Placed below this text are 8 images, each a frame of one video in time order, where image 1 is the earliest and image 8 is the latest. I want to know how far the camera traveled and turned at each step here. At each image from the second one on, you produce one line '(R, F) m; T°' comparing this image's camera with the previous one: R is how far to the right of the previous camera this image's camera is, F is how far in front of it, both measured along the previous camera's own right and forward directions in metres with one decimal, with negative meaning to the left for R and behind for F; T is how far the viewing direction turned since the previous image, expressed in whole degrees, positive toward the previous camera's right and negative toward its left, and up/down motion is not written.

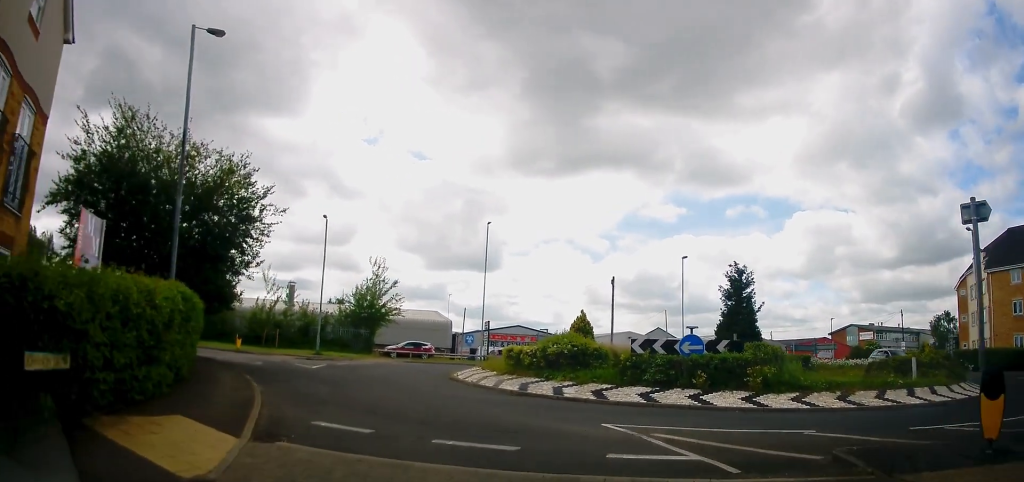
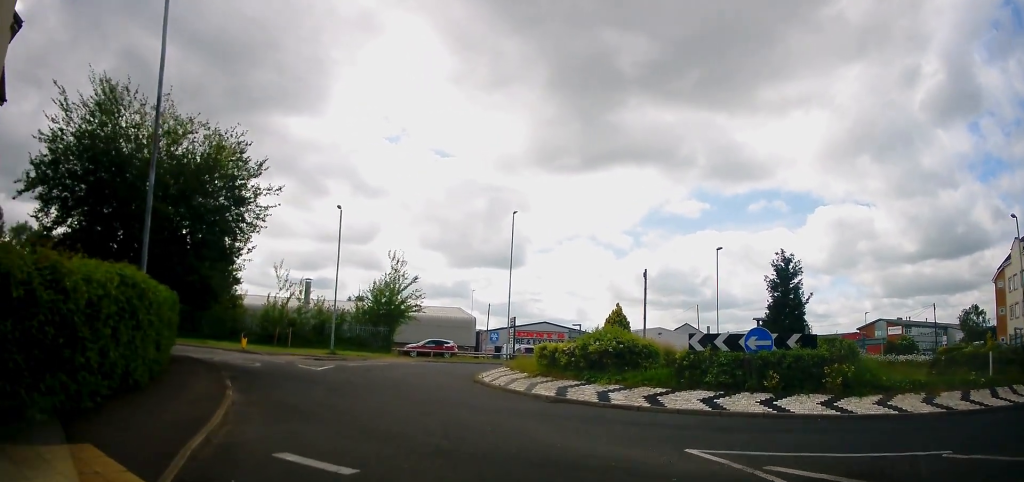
(-0.3, +2.6) m; -4°
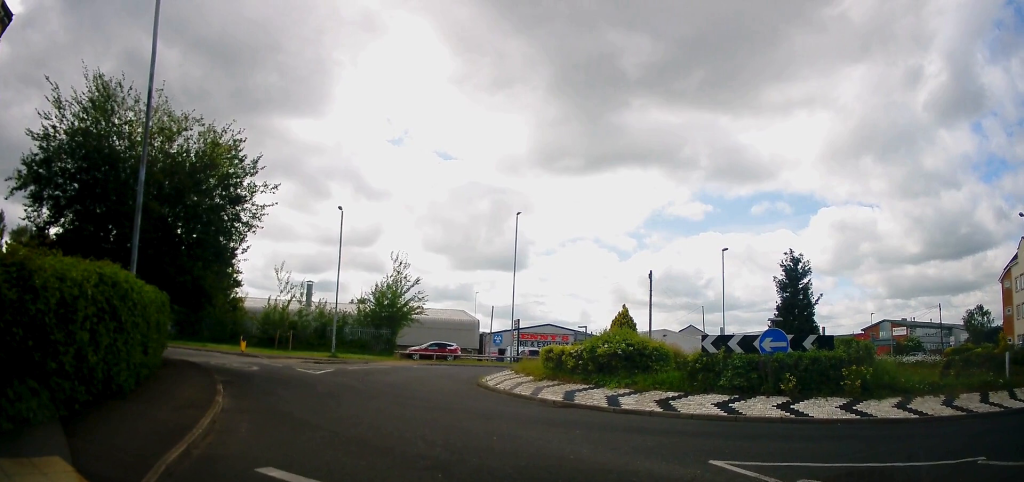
(+0.2, +0.8) m; 0°
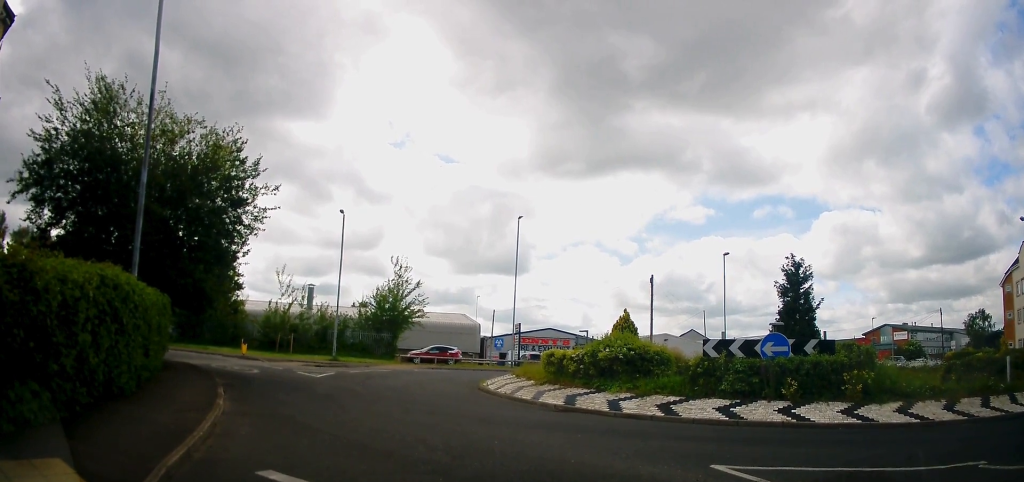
(0.0, +0.2) m; 0°
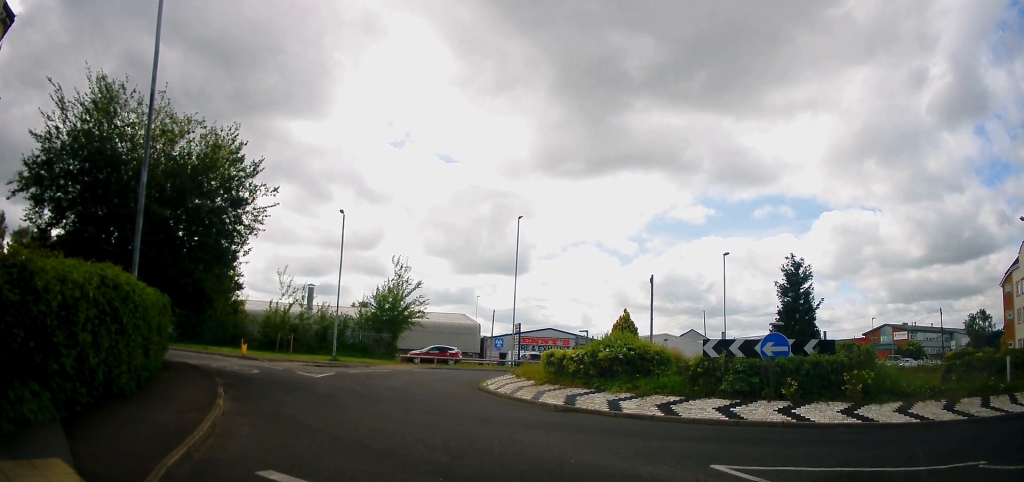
(0.0, 0.0) m; 0°
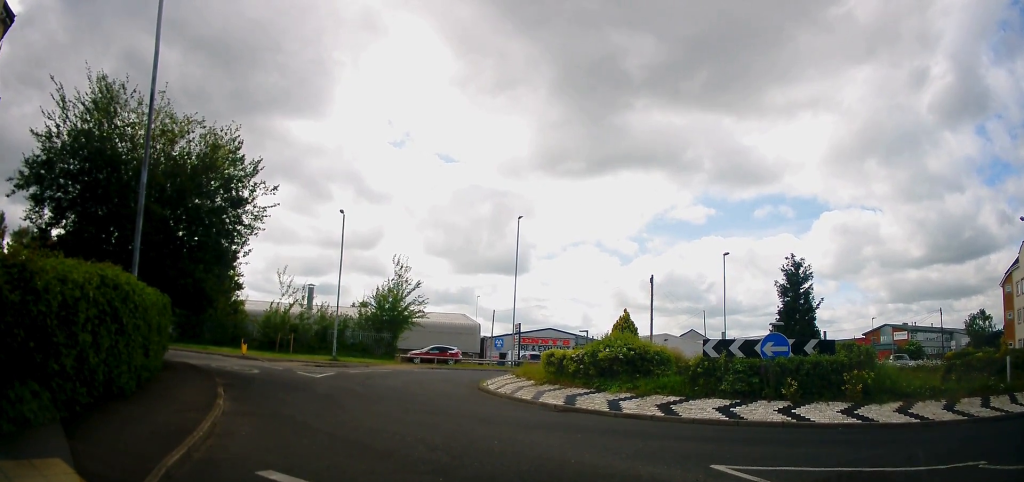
(0.0, 0.0) m; 0°
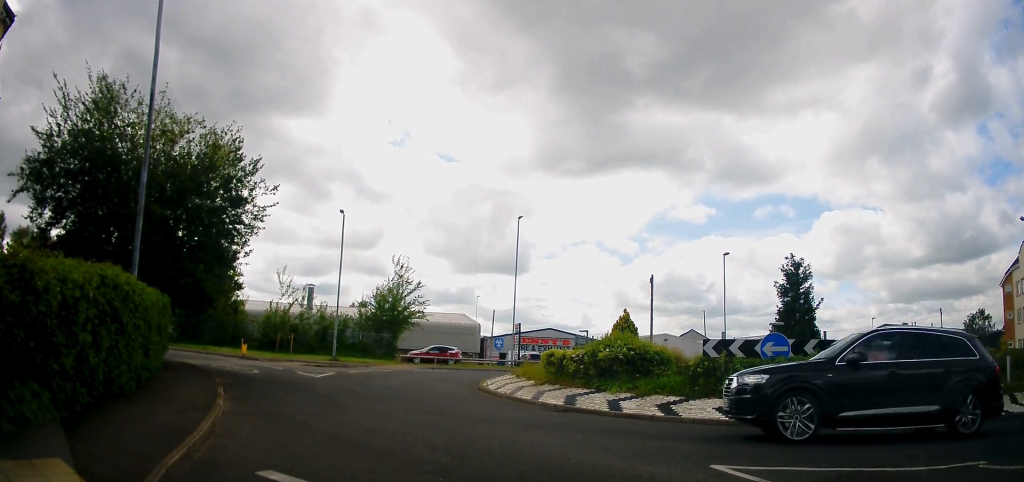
(0.0, 0.0) m; 0°
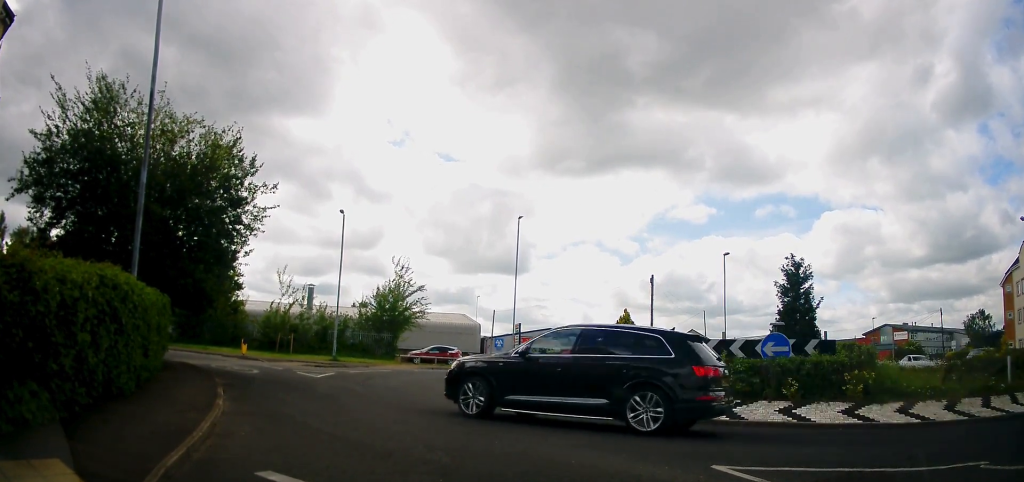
(0.0, 0.0) m; 0°
